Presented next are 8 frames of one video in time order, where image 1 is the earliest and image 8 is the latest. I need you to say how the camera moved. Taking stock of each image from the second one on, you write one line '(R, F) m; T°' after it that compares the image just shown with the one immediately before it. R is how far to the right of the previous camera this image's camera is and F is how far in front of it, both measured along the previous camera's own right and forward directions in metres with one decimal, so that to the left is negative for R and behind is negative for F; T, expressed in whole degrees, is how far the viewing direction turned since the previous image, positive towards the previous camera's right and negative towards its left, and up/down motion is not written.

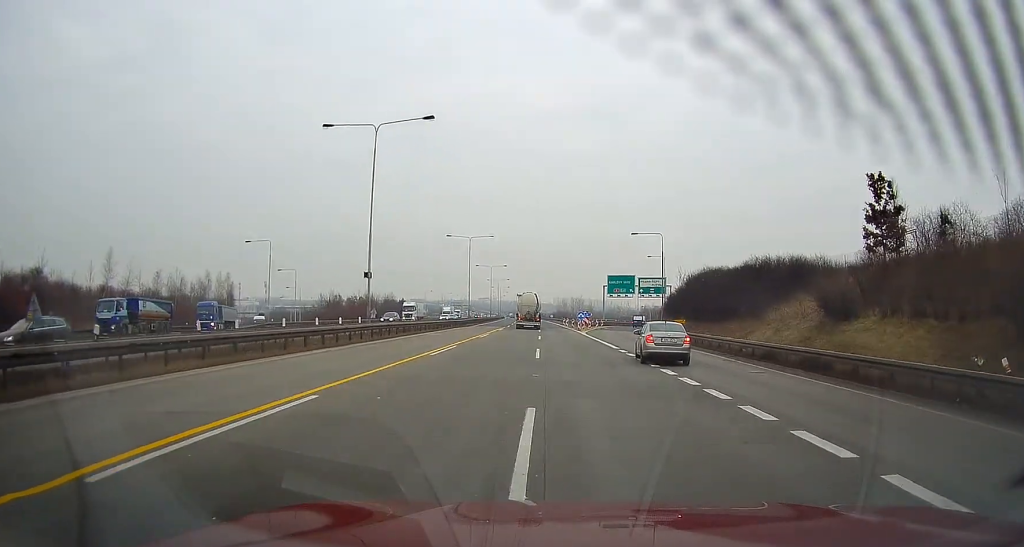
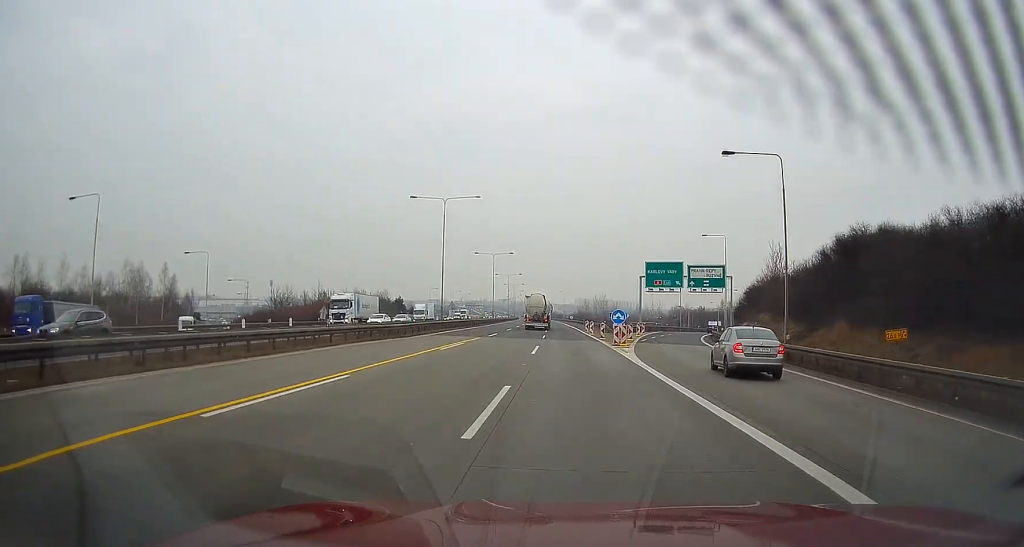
(-1.0, +31.7) m; -4°
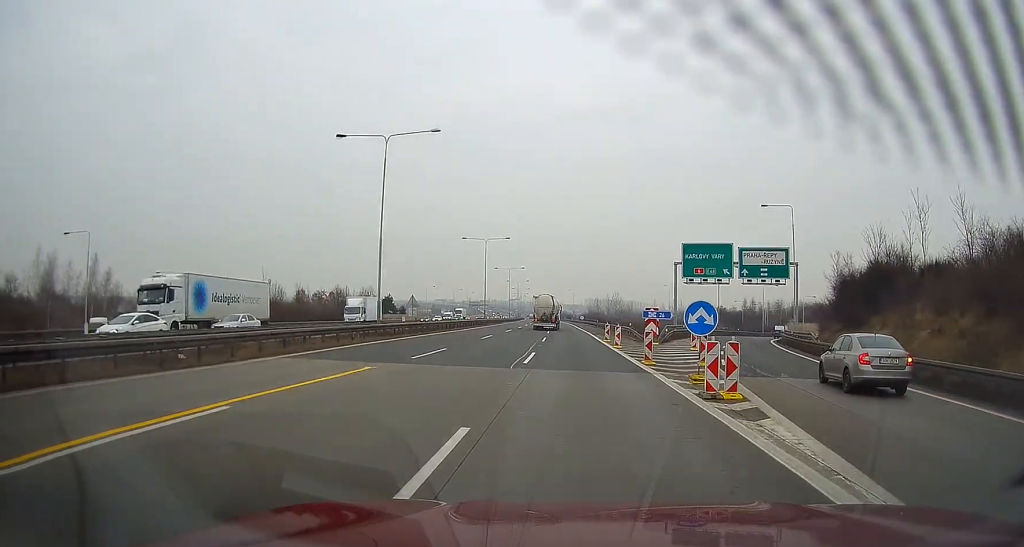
(-0.5, +22.7) m; -2°
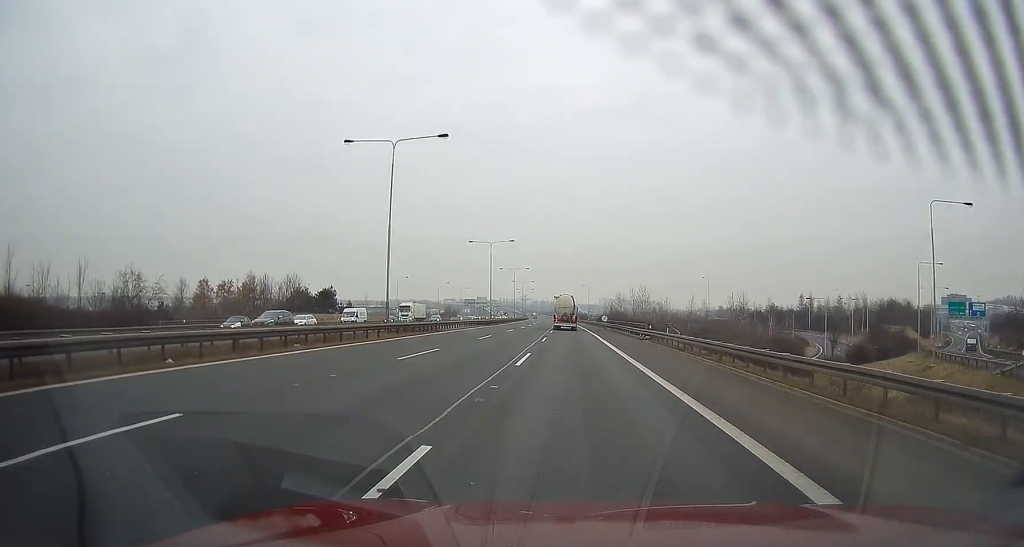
(-0.2, +54.3) m; 0°
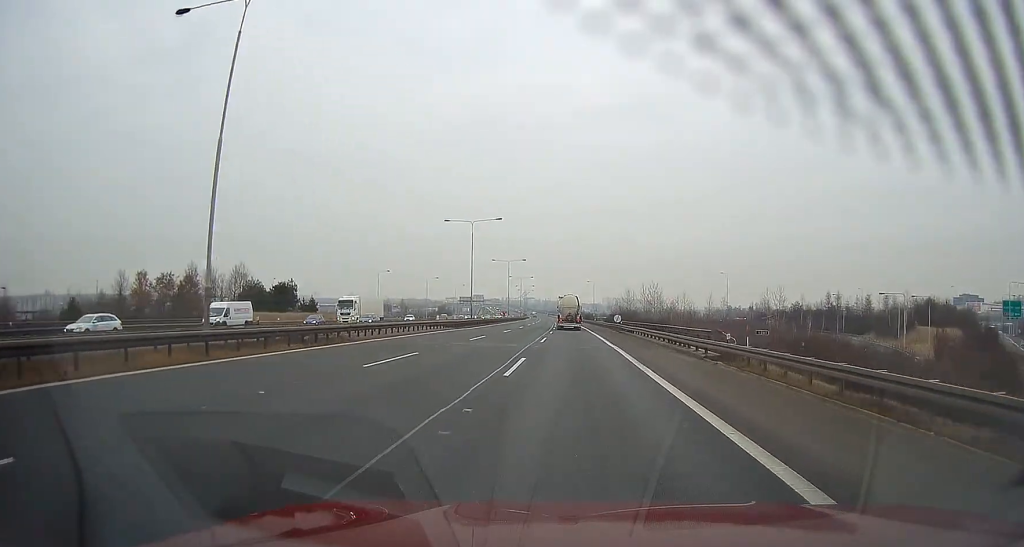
(-0.3, +21.3) m; -1°
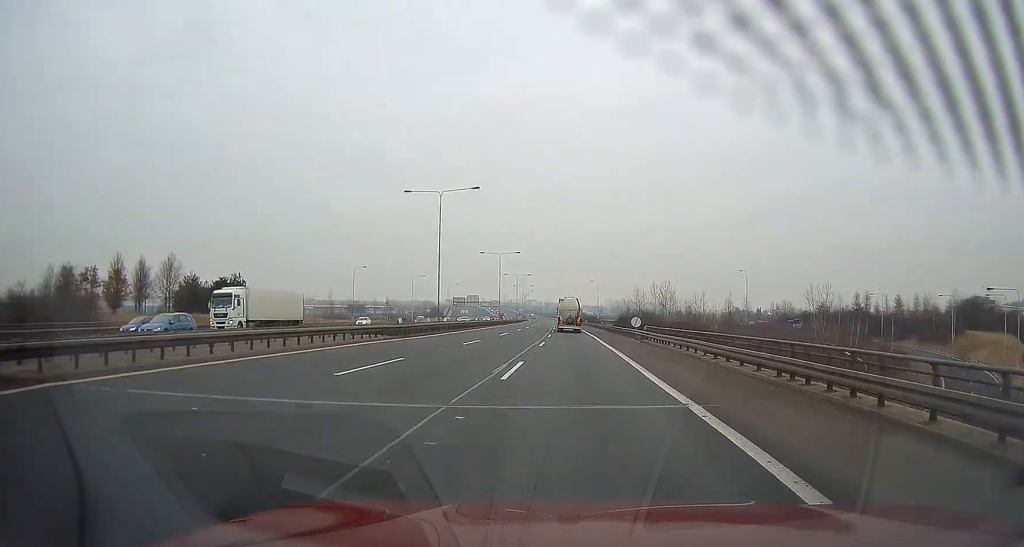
(0.0, +19.8) m; 0°
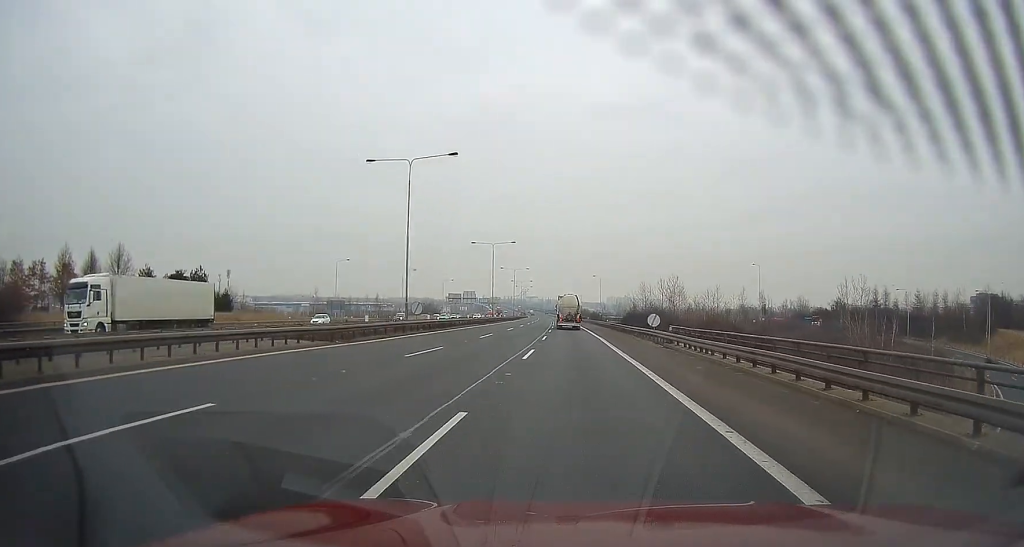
(0.0, +11.3) m; 0°
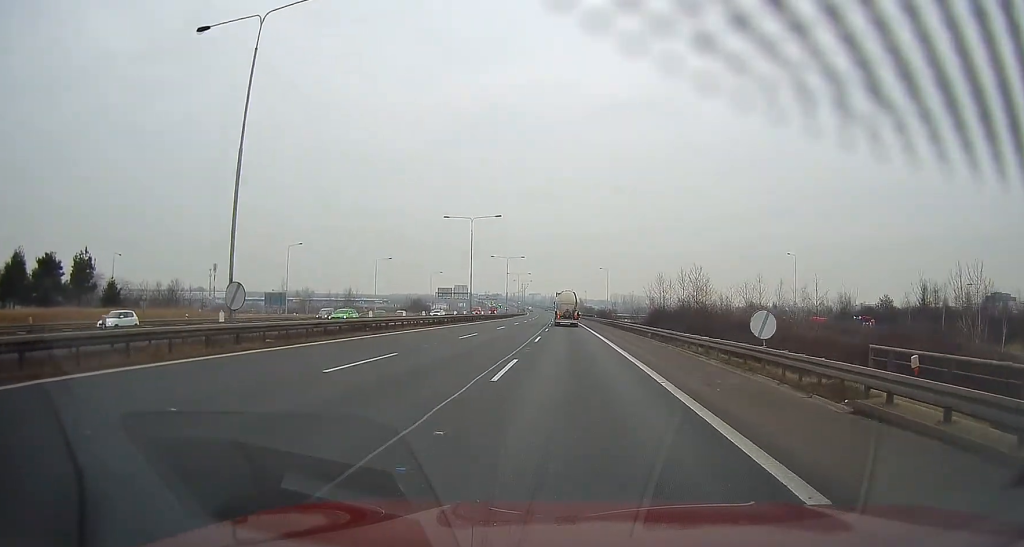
(+0.1, +24.8) m; +1°
